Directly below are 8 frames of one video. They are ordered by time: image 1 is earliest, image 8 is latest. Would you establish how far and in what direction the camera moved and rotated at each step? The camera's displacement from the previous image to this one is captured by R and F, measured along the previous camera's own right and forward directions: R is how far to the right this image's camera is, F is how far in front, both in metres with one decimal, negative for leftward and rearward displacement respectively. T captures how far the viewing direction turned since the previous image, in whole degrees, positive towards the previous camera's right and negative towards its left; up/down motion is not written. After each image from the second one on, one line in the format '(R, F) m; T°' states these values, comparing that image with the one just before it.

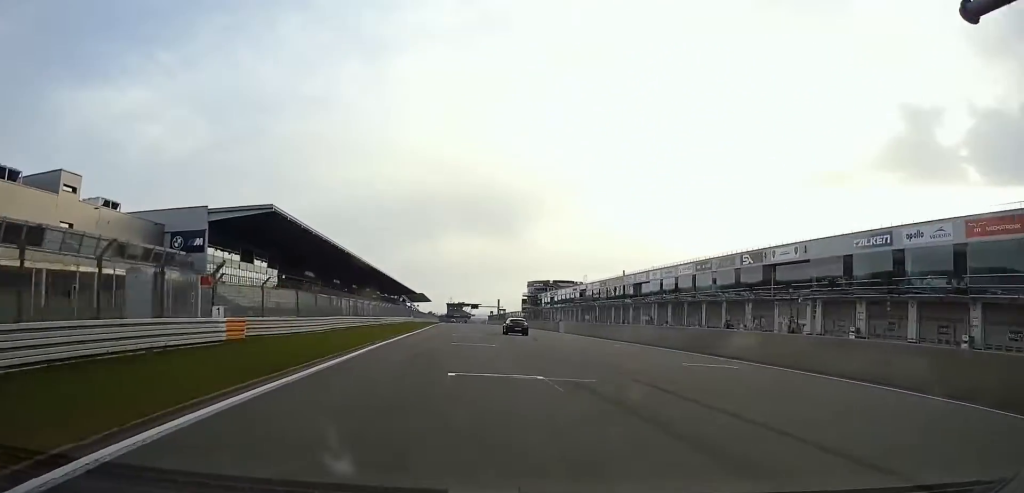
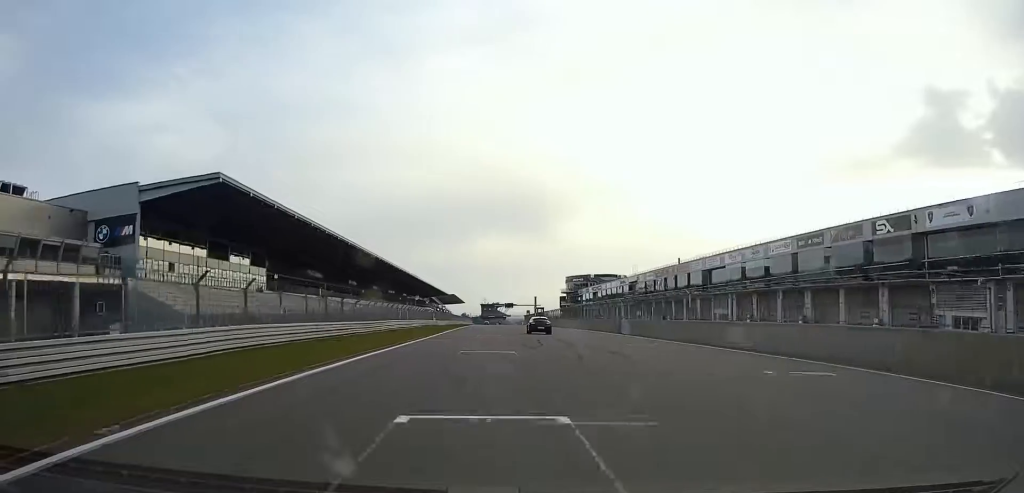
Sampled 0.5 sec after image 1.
(-0.1, +22.5) m; 0°
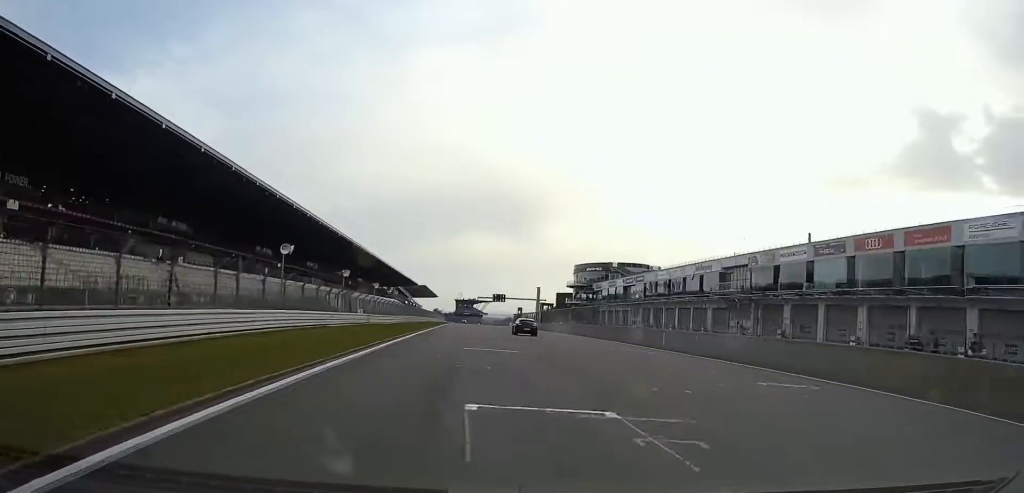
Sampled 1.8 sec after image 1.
(-0.2, +63.8) m; 0°
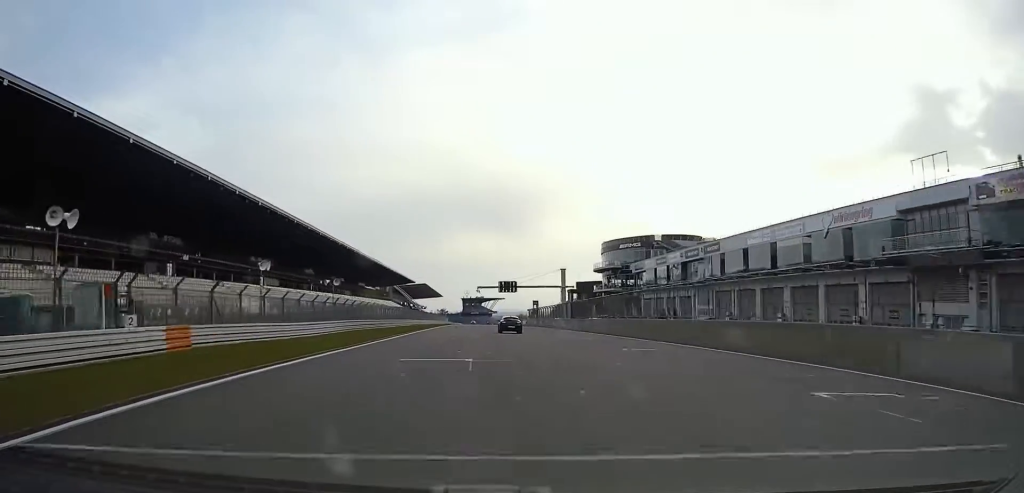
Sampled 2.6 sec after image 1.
(-0.1, +38.4) m; 0°
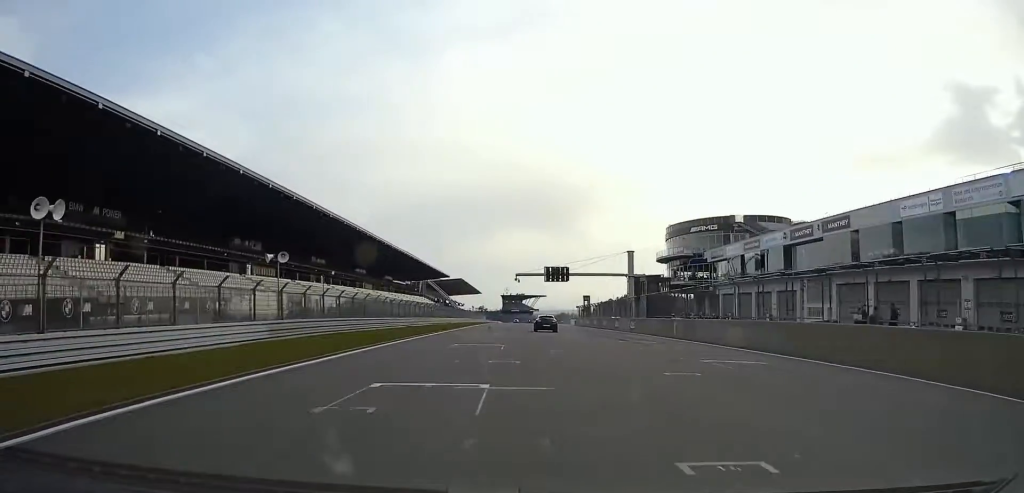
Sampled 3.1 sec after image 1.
(-0.1, +23.6) m; 0°
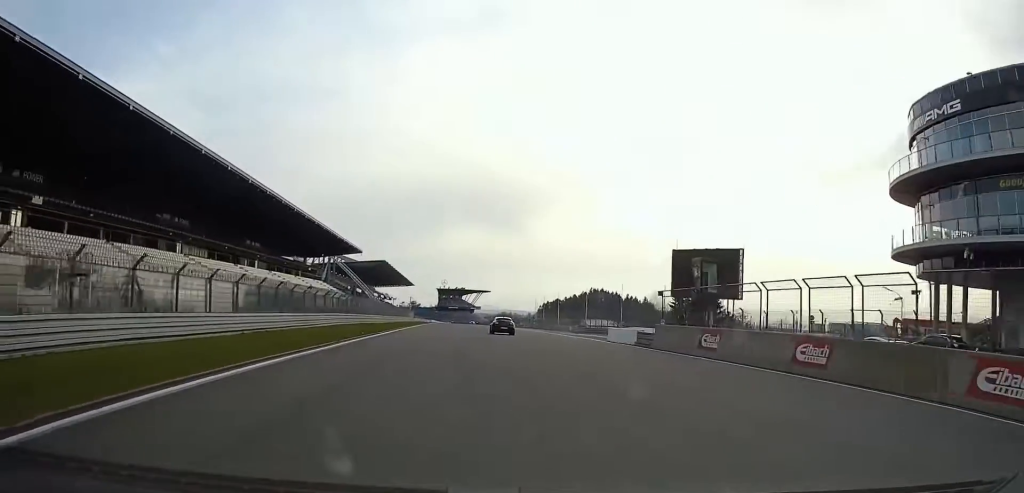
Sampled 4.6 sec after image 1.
(-0.3, +81.5) m; 0°
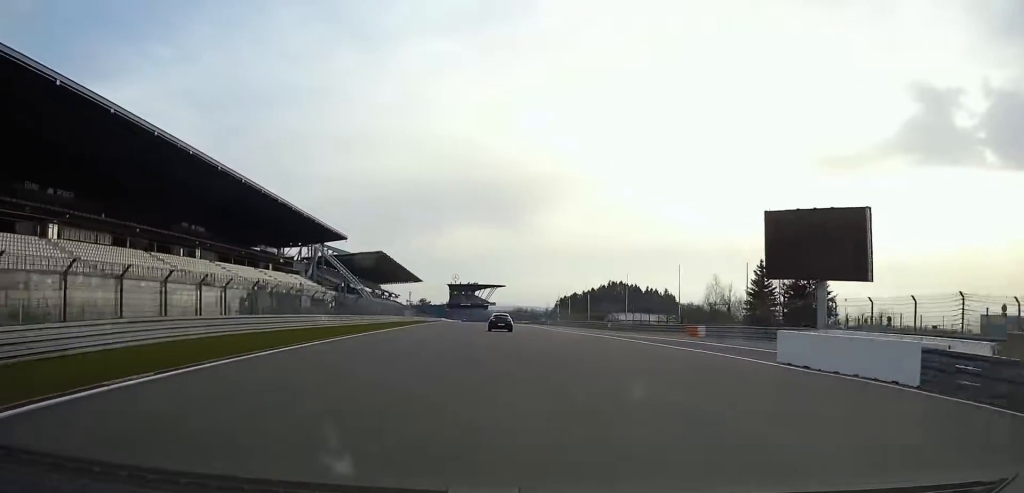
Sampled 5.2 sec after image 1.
(+0.1, +30.8) m; 0°
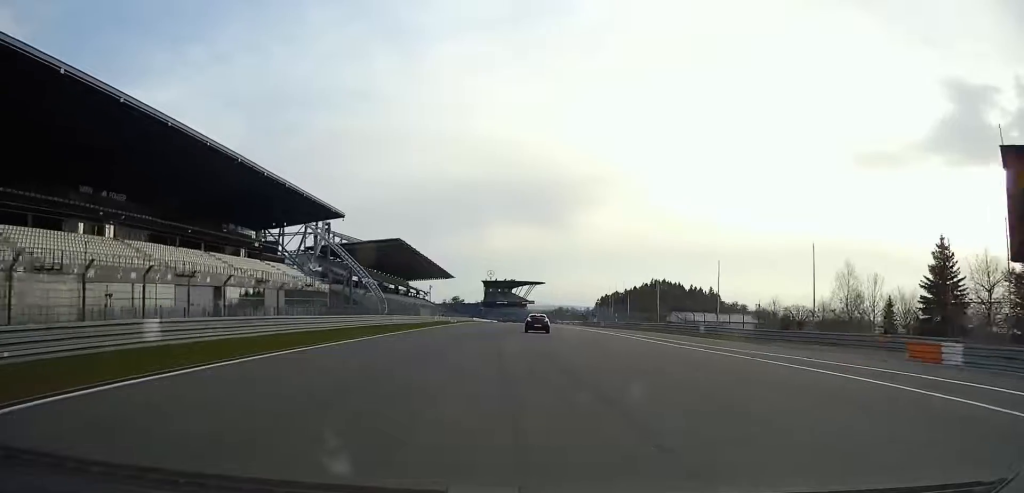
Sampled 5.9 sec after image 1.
(+0.1, +32.4) m; 0°
